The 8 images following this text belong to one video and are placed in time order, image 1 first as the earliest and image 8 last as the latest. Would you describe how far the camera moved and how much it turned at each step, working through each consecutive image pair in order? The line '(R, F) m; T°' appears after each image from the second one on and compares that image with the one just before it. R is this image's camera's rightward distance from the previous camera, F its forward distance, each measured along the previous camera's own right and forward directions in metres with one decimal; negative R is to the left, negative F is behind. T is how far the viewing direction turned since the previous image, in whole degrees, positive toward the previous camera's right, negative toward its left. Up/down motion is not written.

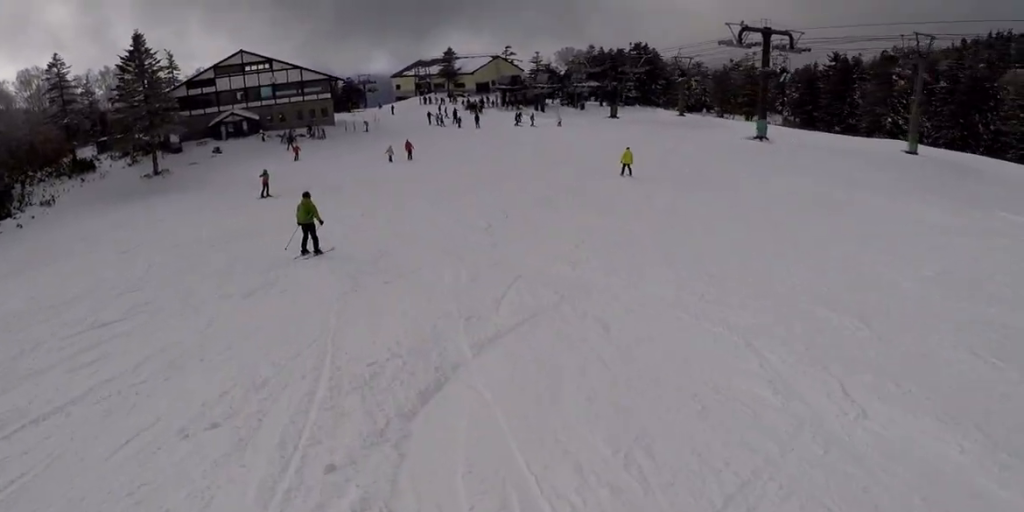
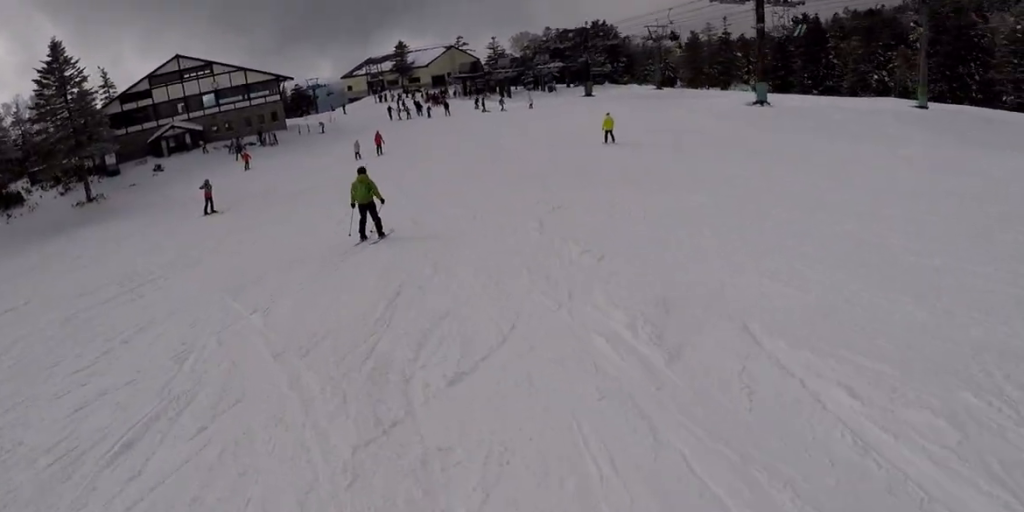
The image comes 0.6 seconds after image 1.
(0.0, +6.6) m; +2°
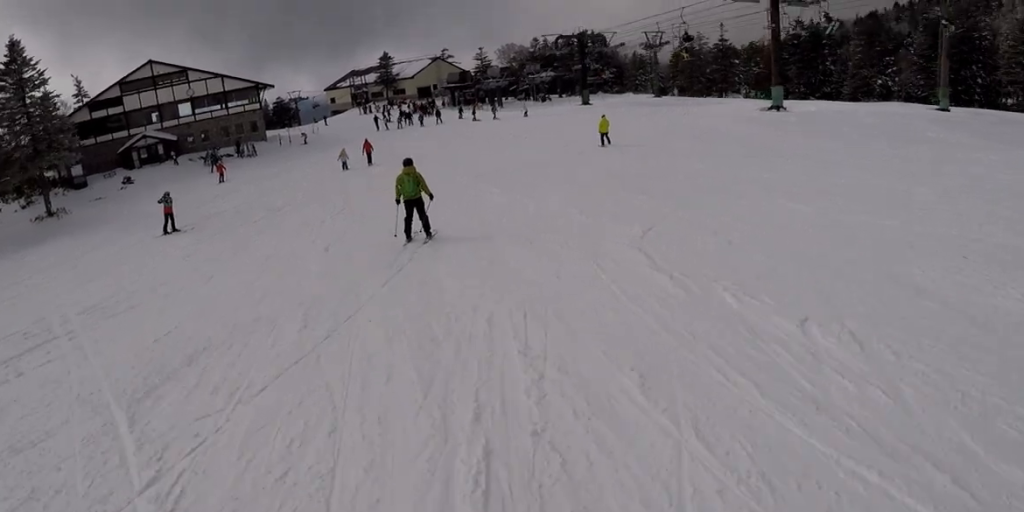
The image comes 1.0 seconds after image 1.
(+0.1, +4.7) m; +2°
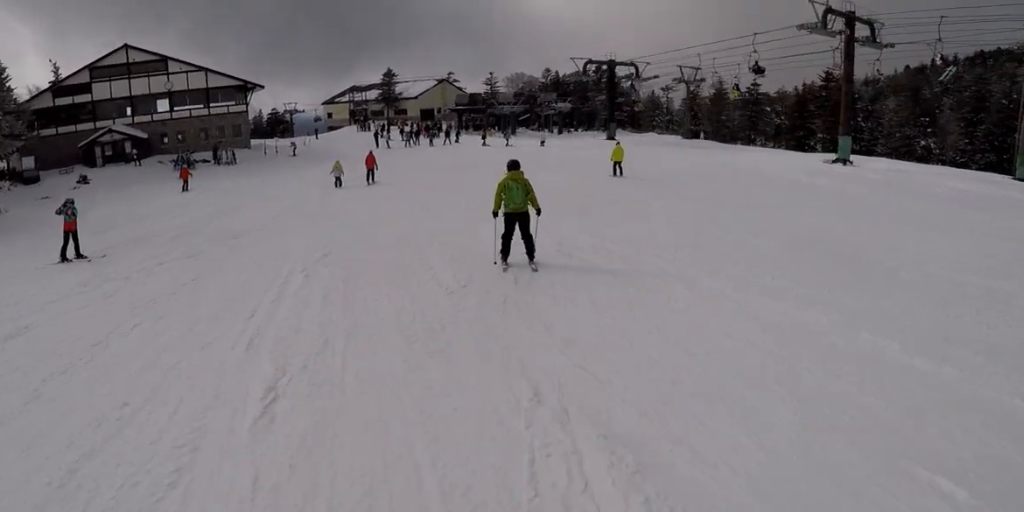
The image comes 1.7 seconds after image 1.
(+0.2, +8.1) m; +4°
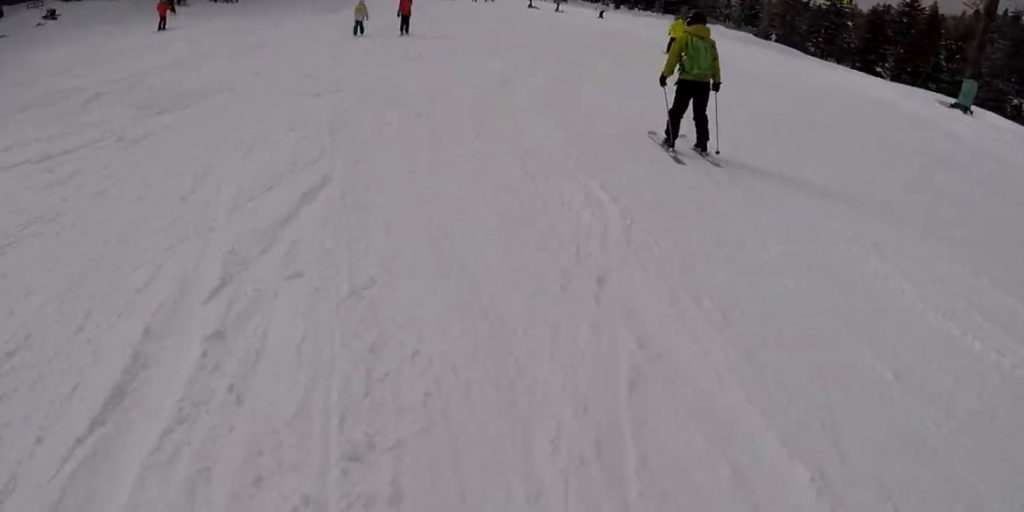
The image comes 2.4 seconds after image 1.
(+0.4, +6.8) m; +2°
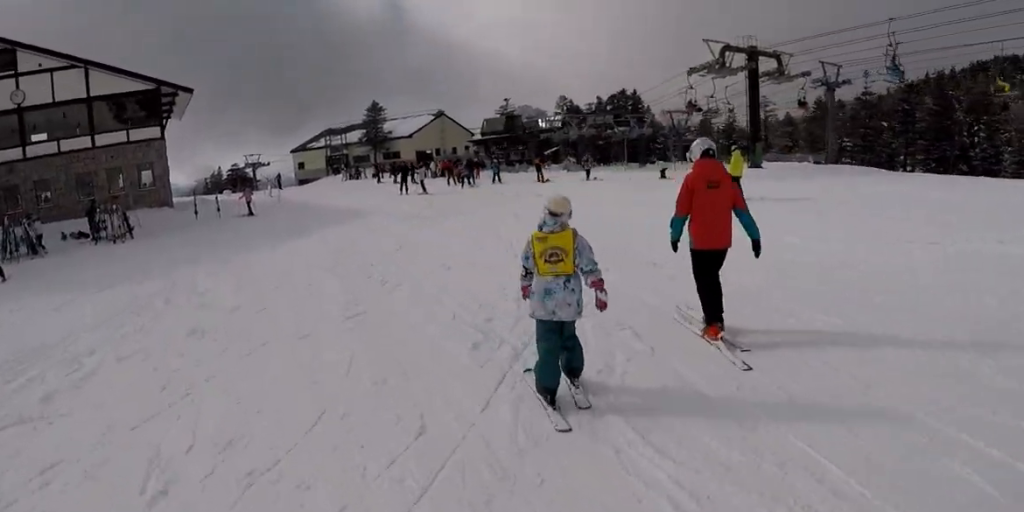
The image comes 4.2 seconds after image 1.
(-1.1, +19.8) m; -6°
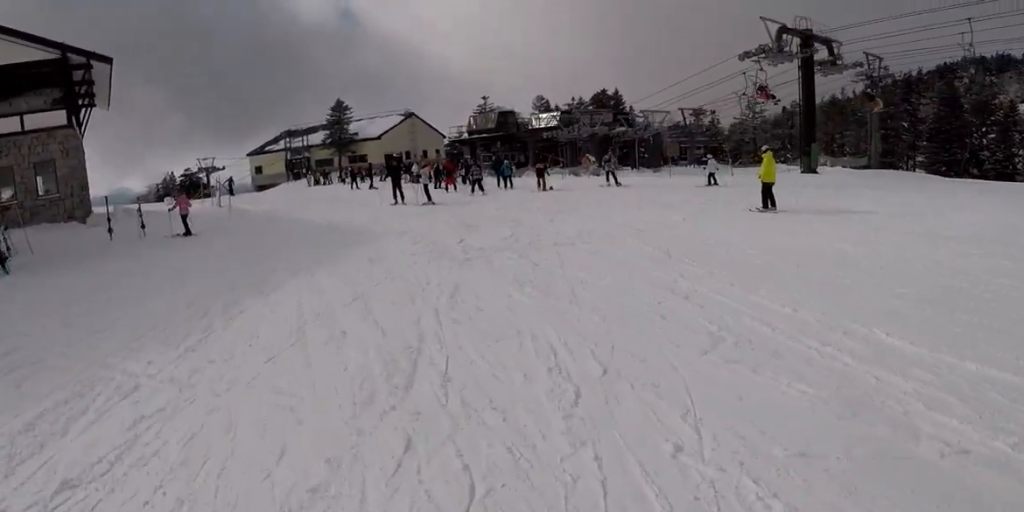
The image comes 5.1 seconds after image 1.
(0.0, +9.2) m; +5°
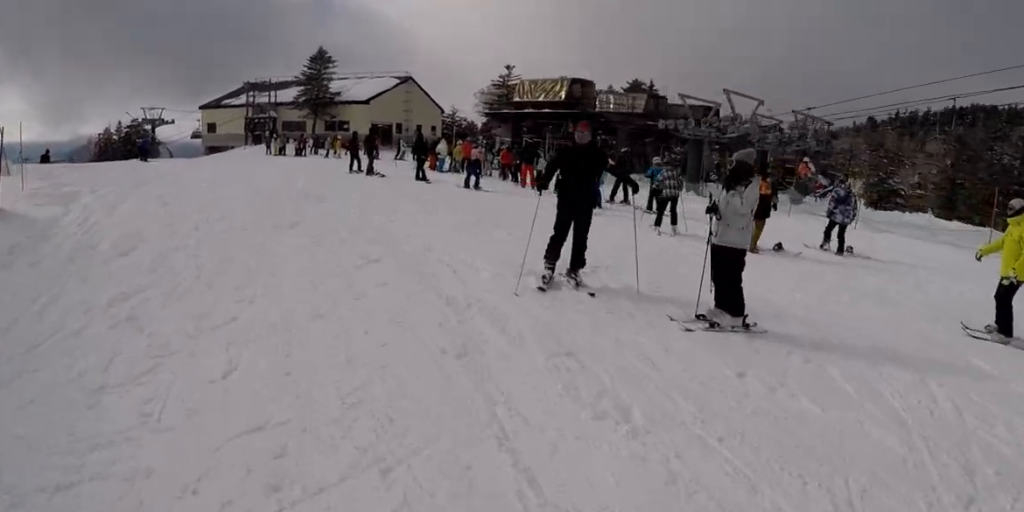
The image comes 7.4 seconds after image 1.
(+2.2, +19.6) m; +6°
